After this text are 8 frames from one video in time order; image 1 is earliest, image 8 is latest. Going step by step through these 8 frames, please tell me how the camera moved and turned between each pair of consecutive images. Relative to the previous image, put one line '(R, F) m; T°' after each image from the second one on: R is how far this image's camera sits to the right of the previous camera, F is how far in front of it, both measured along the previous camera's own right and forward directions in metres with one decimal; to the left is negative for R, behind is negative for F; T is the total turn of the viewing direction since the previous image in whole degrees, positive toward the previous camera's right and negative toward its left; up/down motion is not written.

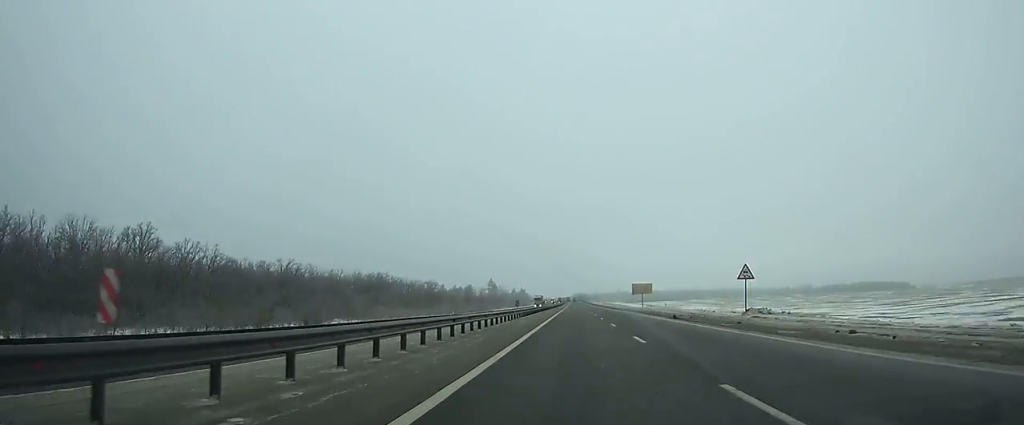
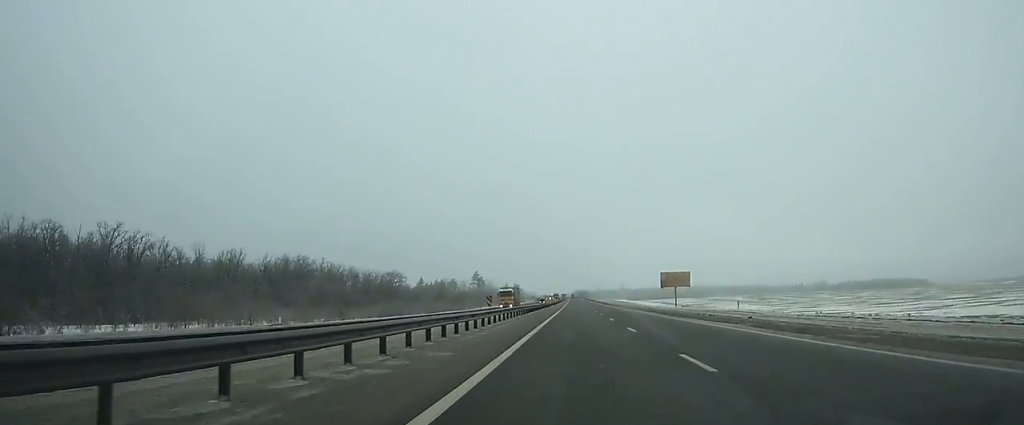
(+0.2, +61.5) m; 0°
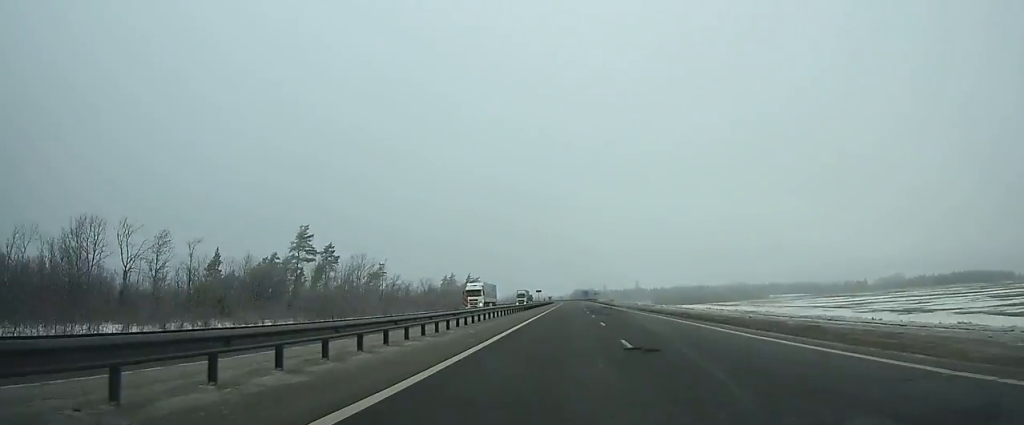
(+0.2, +212.1) m; 0°
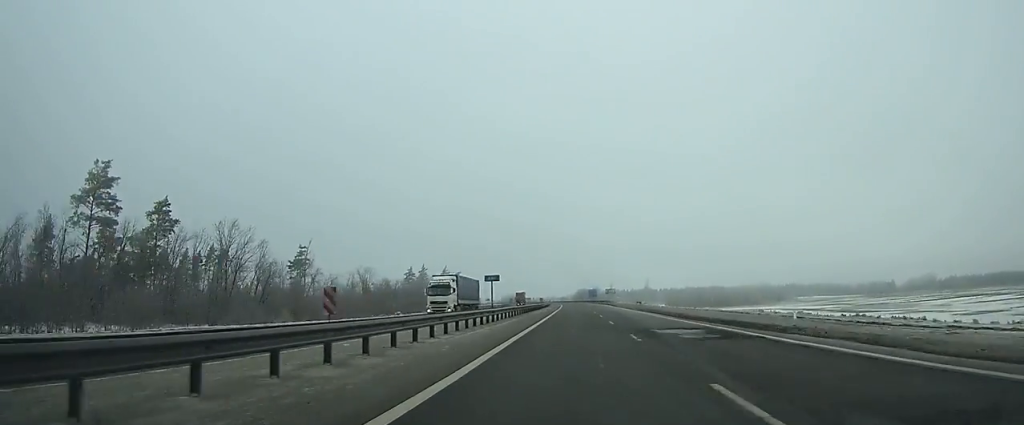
(-0.1, +56.4) m; -1°
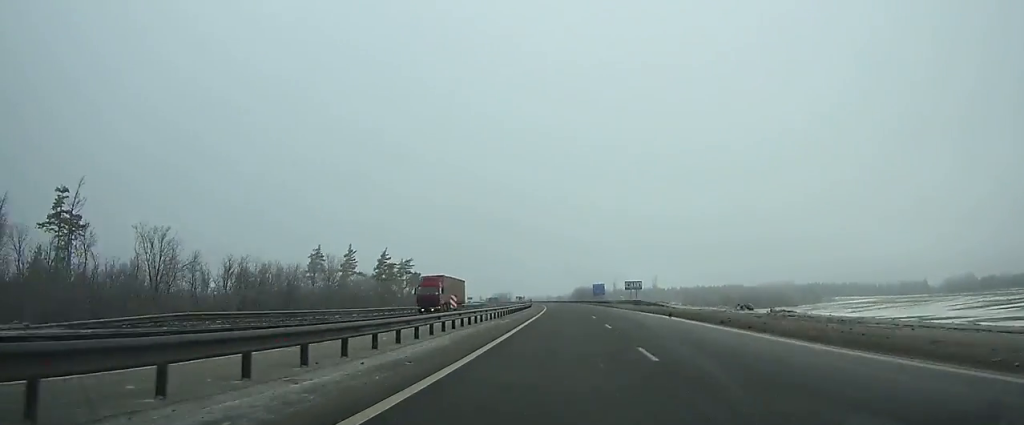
(+0.4, +63.9) m; -1°
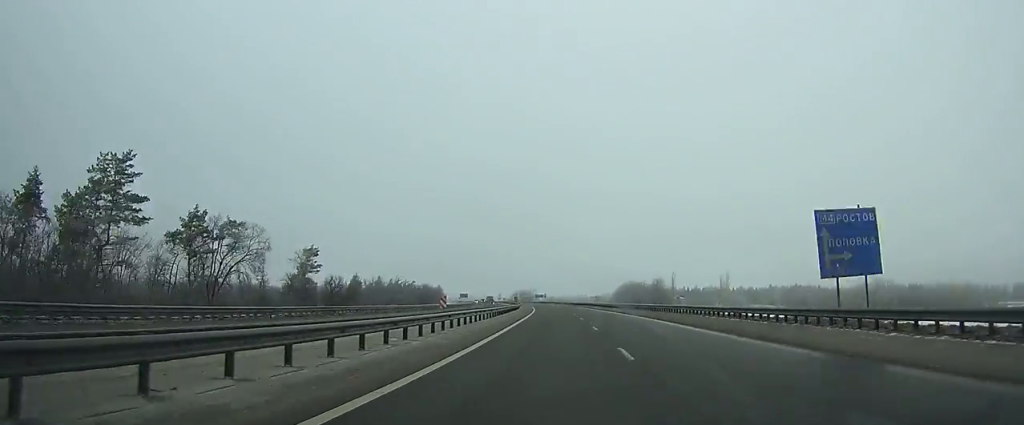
(-4.2, +109.5) m; -4°
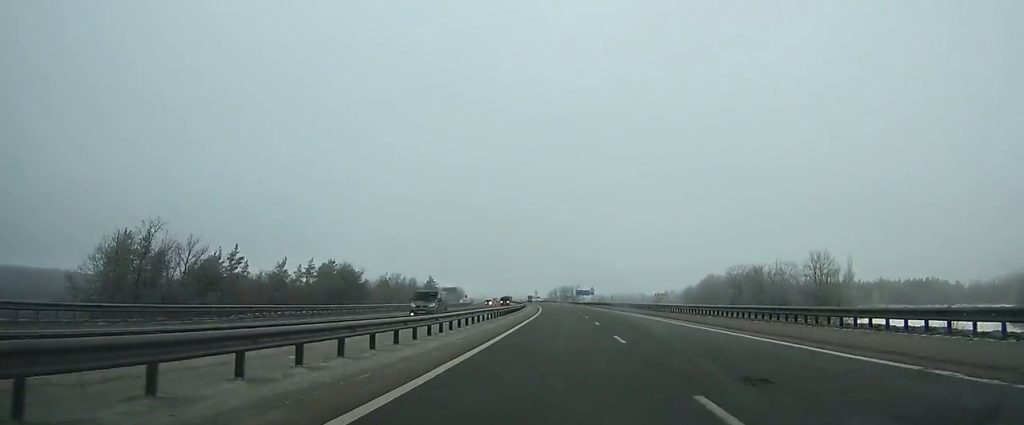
(-3.1, +93.4) m; -4°
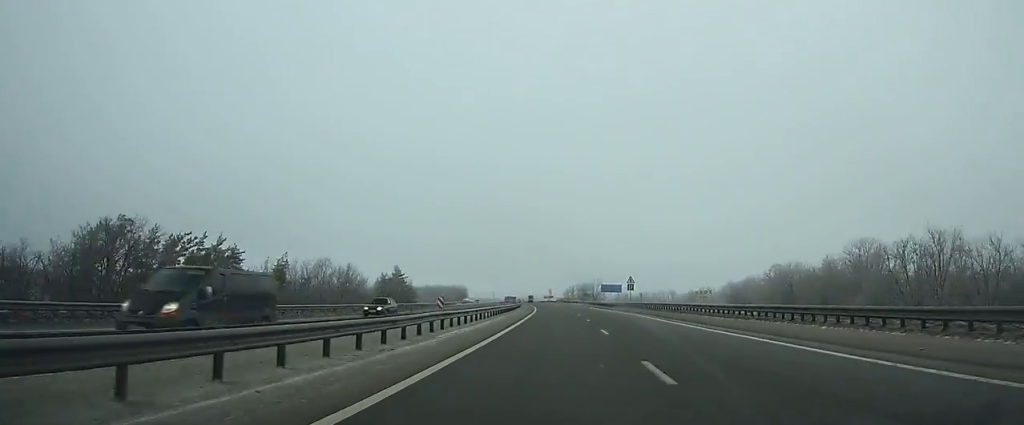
(-0.3, +52.5) m; -2°
